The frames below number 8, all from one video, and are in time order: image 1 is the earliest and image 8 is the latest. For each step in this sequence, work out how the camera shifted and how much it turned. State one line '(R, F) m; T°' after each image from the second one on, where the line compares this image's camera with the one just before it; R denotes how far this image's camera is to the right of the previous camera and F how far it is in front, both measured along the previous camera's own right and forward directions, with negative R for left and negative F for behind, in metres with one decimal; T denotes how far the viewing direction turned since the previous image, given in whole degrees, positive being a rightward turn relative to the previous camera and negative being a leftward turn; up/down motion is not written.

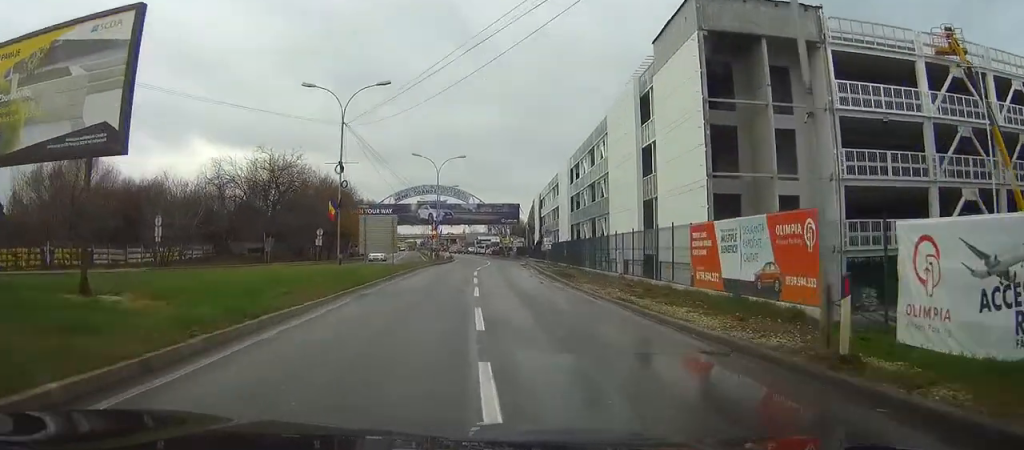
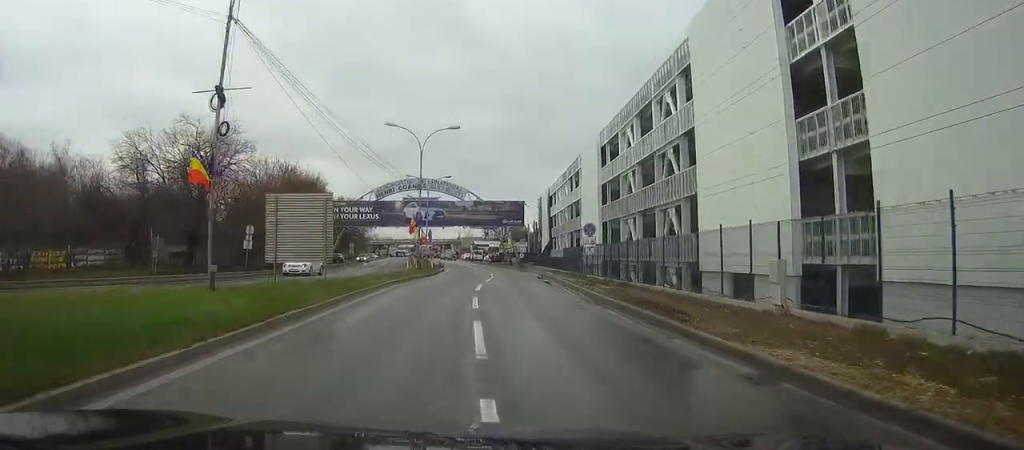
(0.0, +19.1) m; 0°
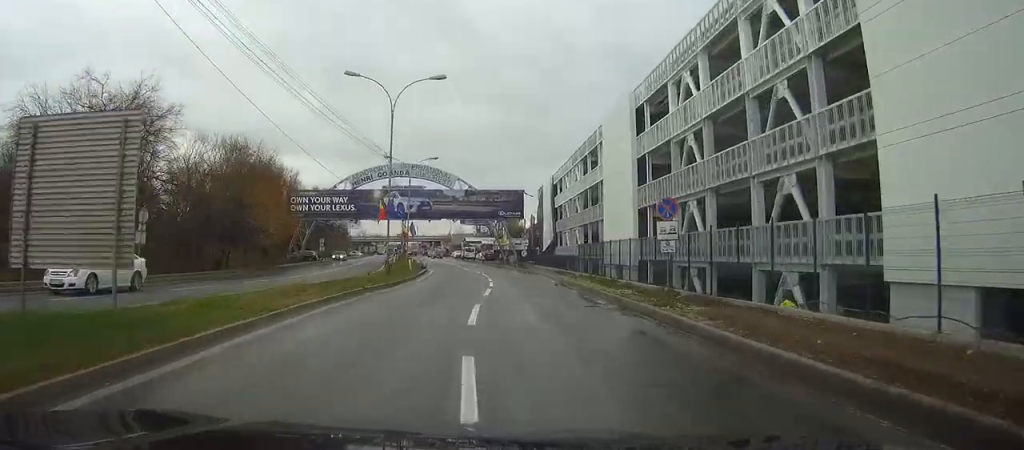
(+0.1, +14.1) m; 0°
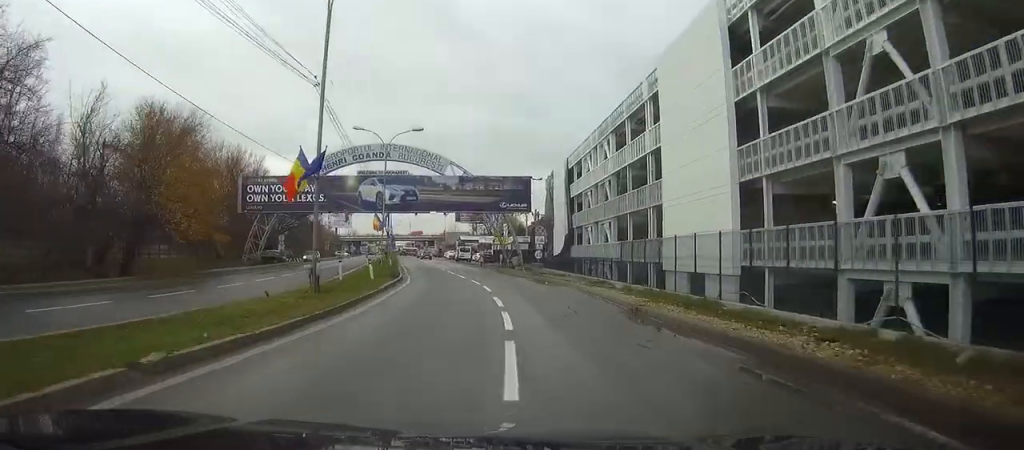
(0.0, +16.0) m; 0°
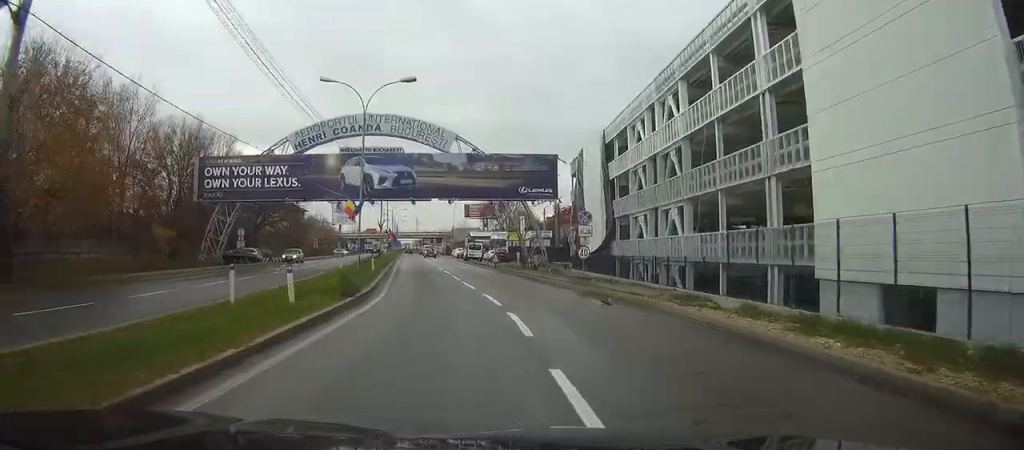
(0.0, +14.6) m; -1°
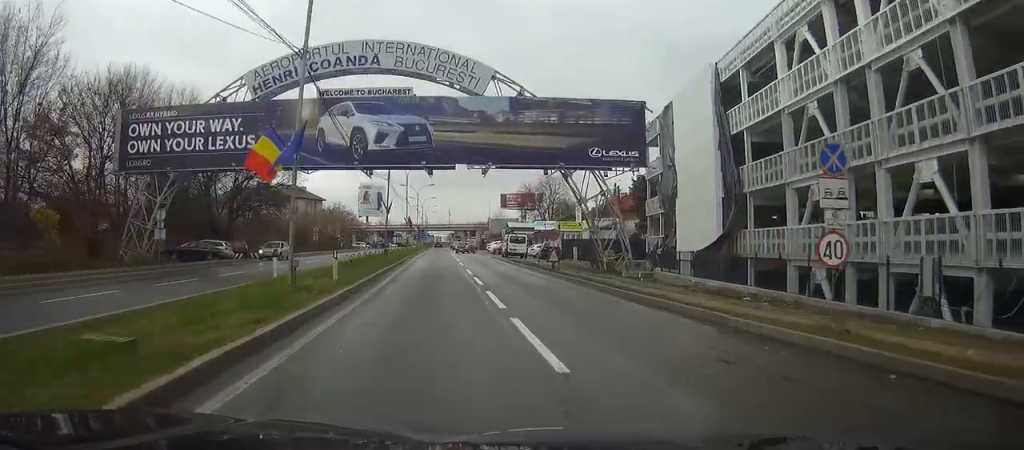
(-0.3, +19.4) m; -2°
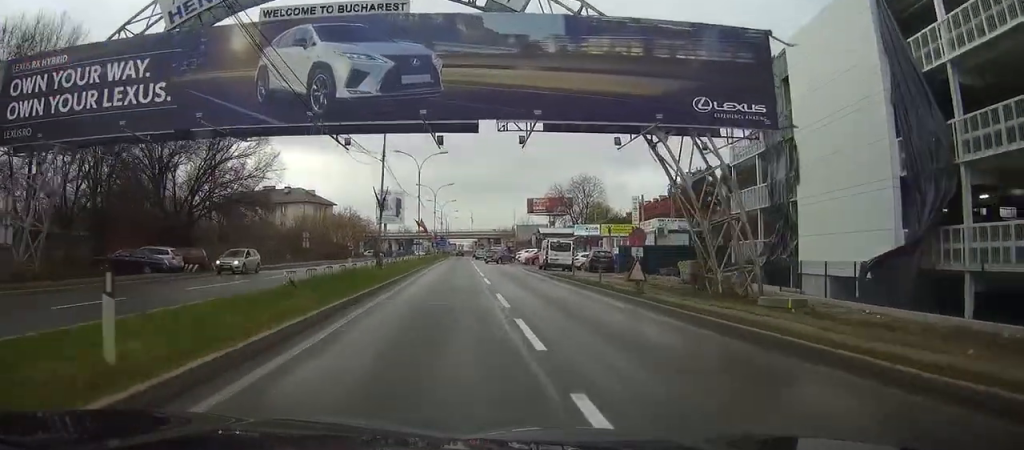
(-0.2, +14.6) m; -2°
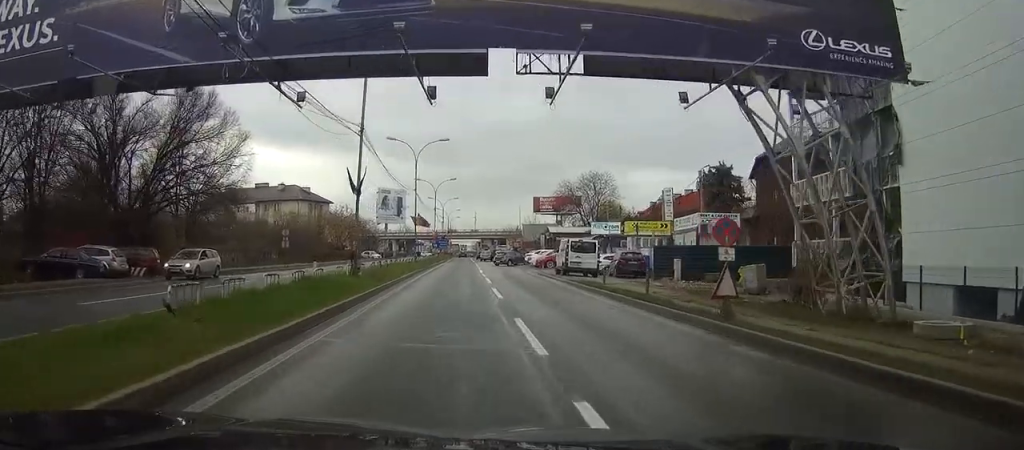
(0.0, +8.1) m; -1°
